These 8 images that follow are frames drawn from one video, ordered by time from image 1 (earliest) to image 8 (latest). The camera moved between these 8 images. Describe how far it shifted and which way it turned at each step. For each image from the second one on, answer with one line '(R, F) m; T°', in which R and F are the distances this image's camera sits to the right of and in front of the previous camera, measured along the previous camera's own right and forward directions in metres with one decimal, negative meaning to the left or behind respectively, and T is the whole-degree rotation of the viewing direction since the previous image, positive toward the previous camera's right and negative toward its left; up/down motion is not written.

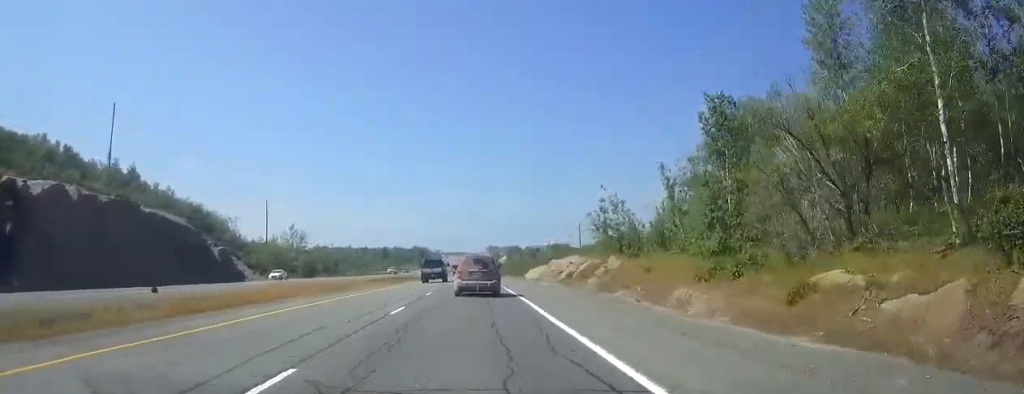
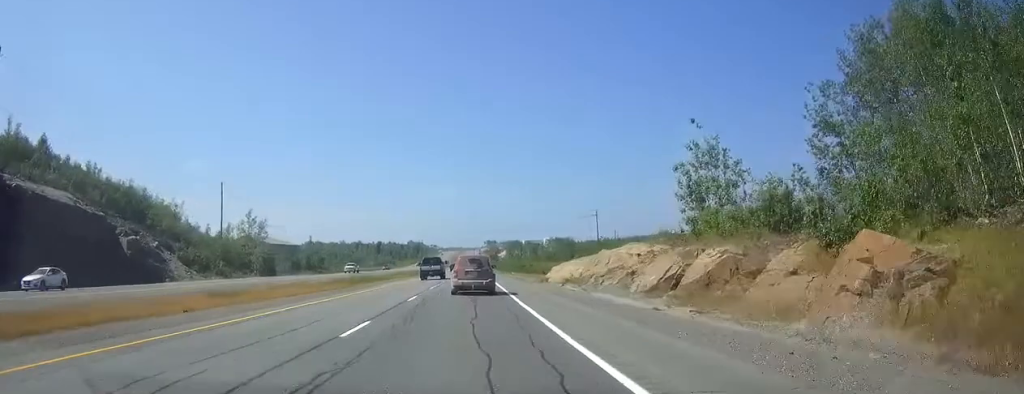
(+0.1, +28.4) m; 0°
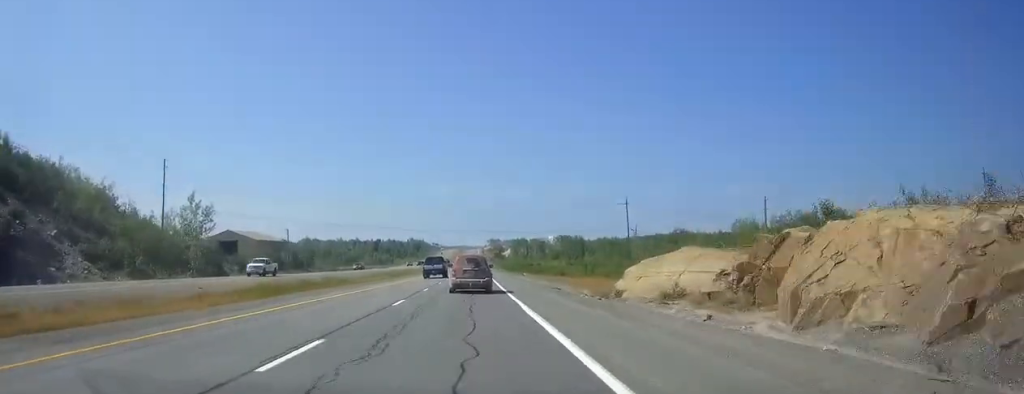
(0.0, +27.6) m; 0°
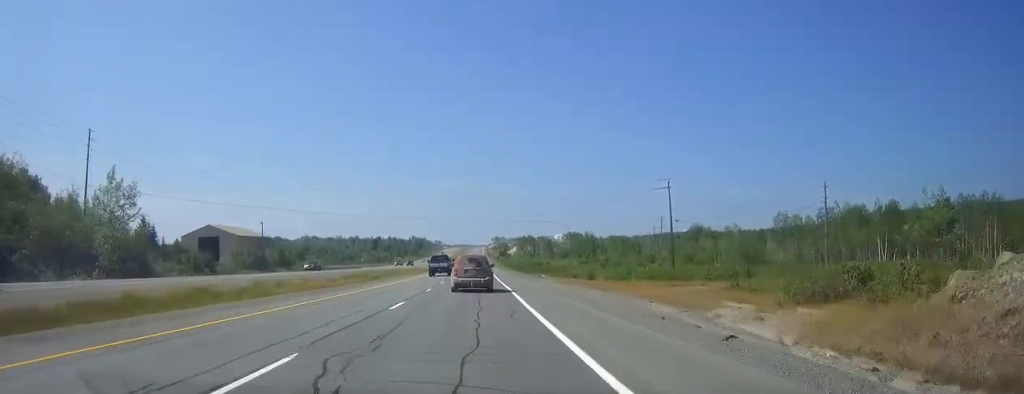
(0.0, +25.0) m; 0°
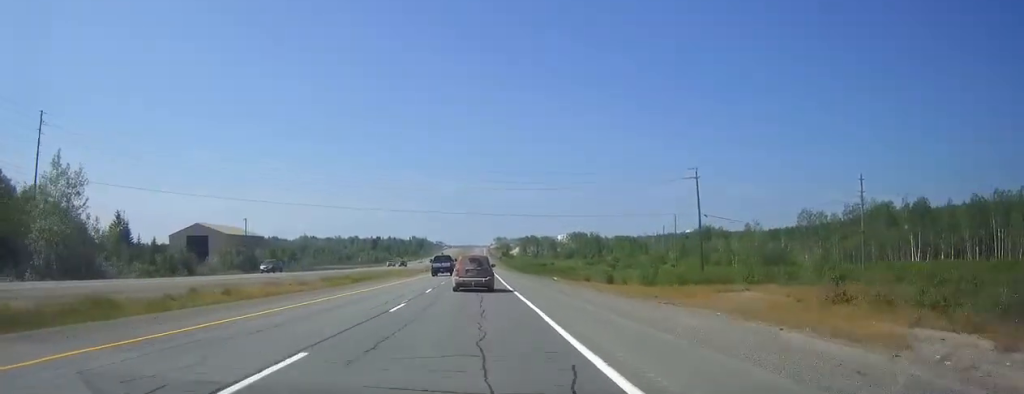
(0.0, +12.1) m; 0°
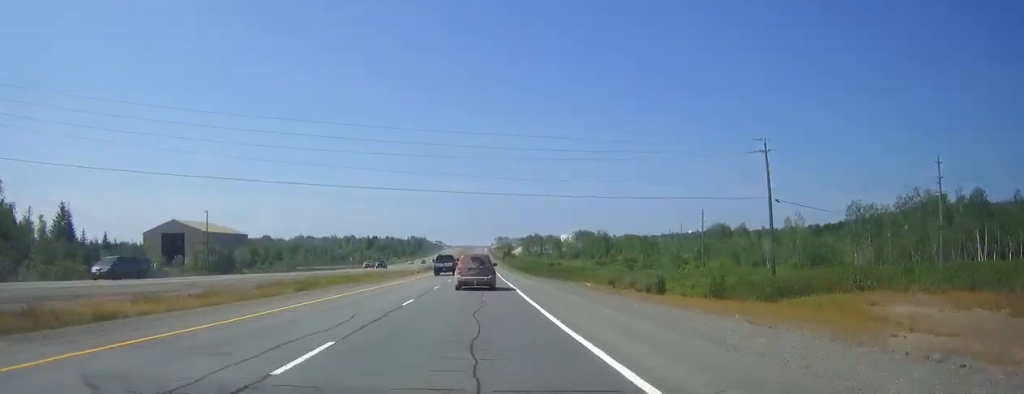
(-0.1, +21.5) m; 0°
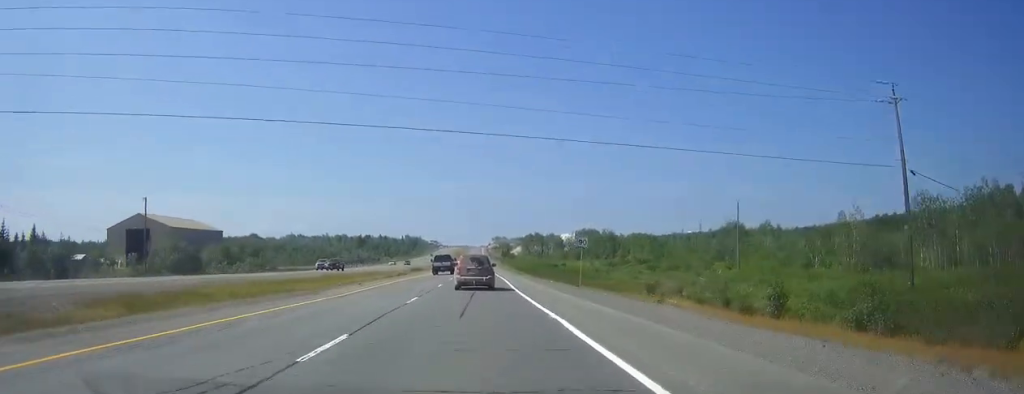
(-0.1, +23.5) m; 0°
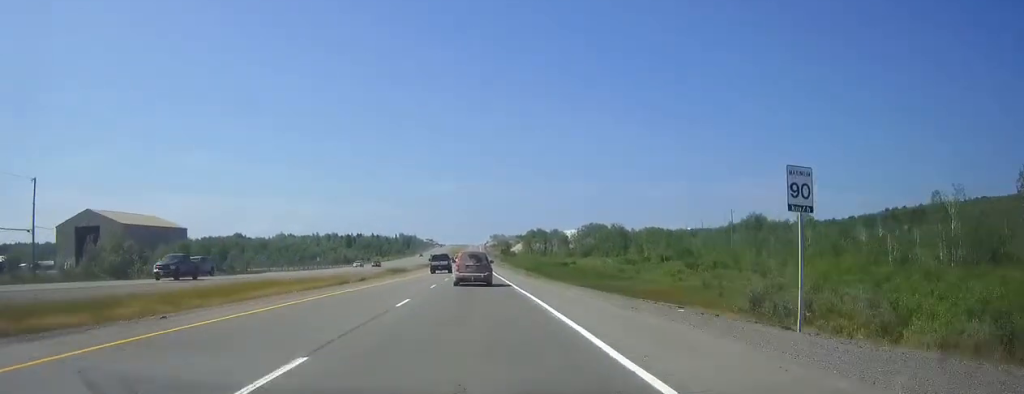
(+0.1, +29.2) m; 0°
